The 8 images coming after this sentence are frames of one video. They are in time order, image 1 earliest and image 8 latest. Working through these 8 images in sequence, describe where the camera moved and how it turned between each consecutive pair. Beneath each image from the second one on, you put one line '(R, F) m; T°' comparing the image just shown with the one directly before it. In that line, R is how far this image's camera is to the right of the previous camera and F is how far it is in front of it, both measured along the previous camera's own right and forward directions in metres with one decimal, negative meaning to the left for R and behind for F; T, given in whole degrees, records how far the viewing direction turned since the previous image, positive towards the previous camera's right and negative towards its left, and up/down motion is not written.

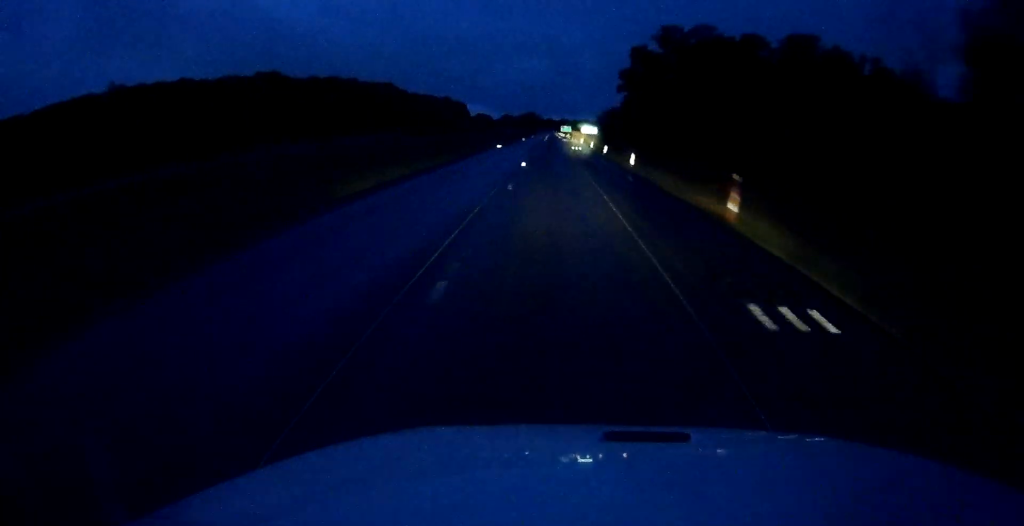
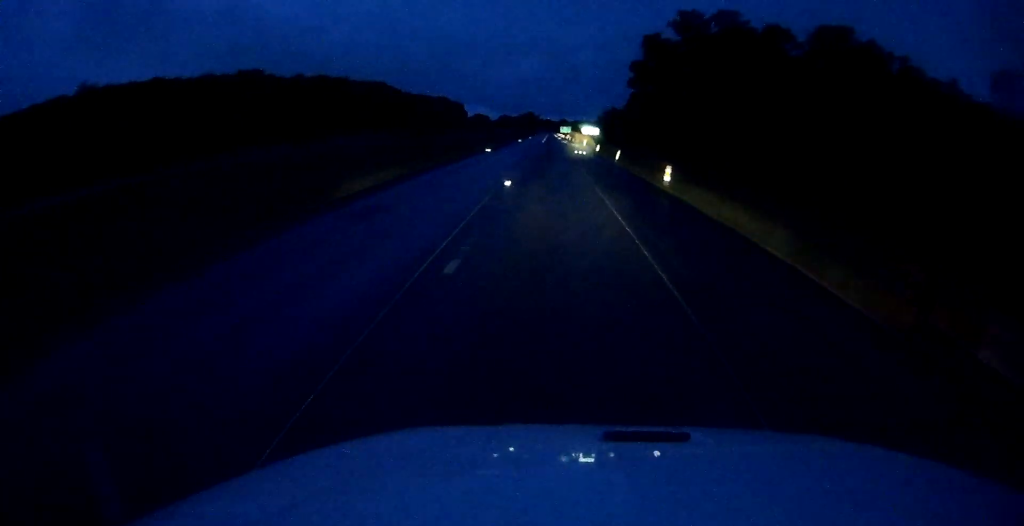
(0.0, +12.2) m; 0°
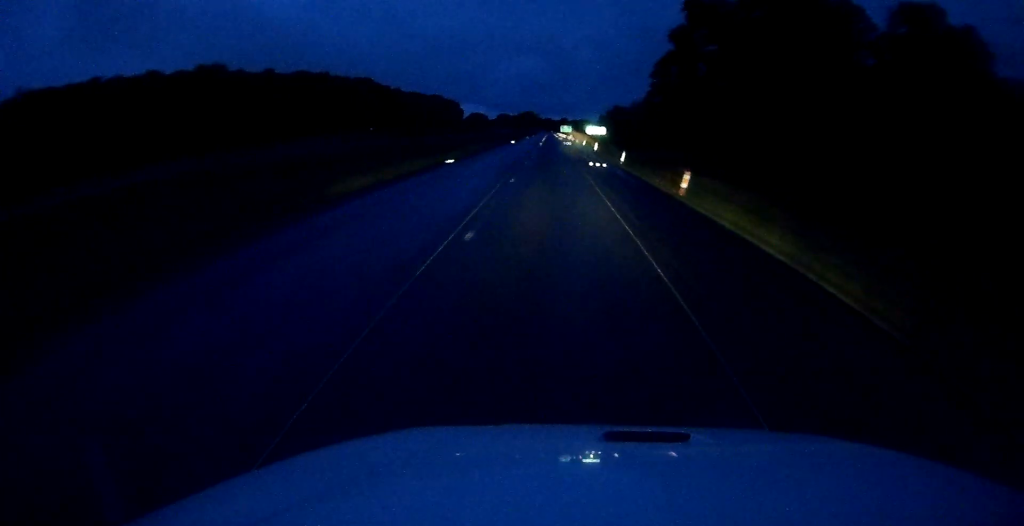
(-0.2, +24.6) m; 0°
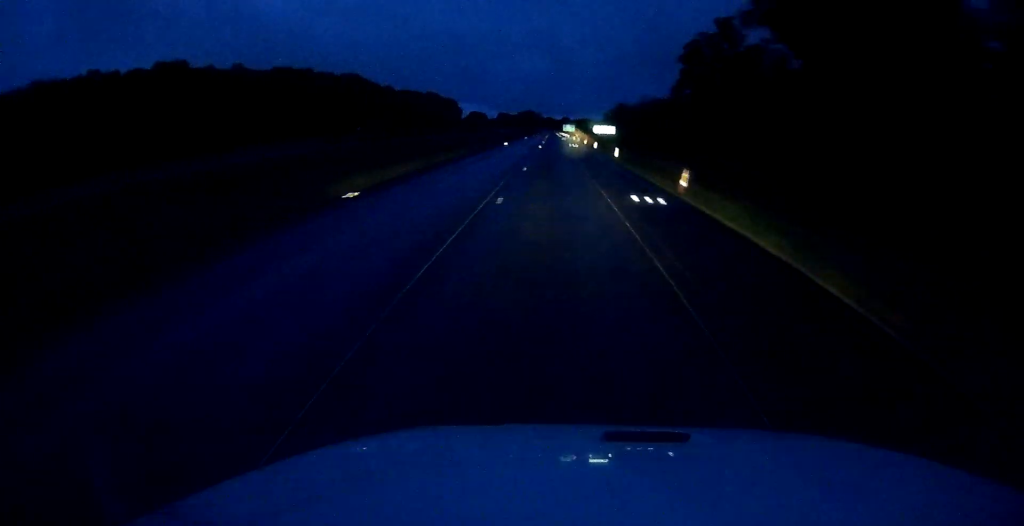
(+0.2, +20.5) m; 0°
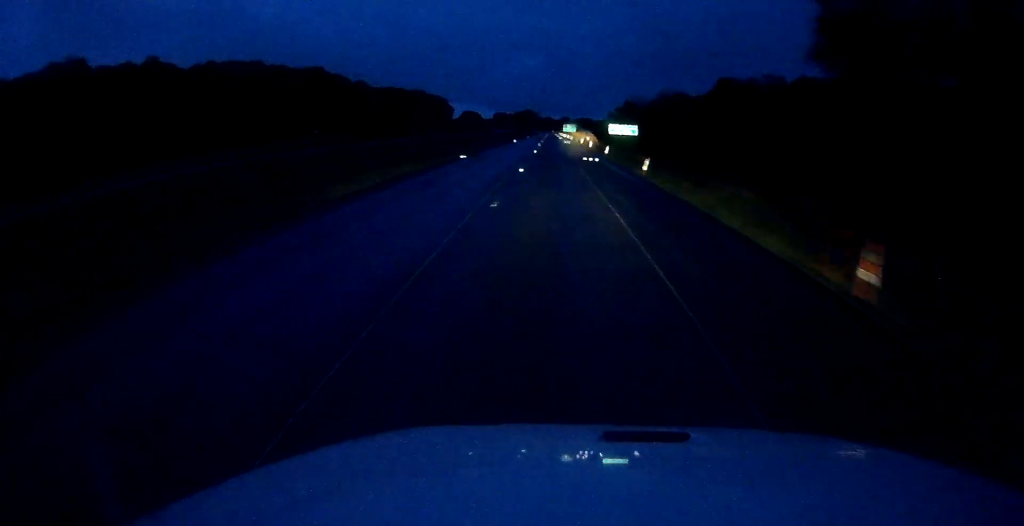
(-0.4, +41.0) m; -1°
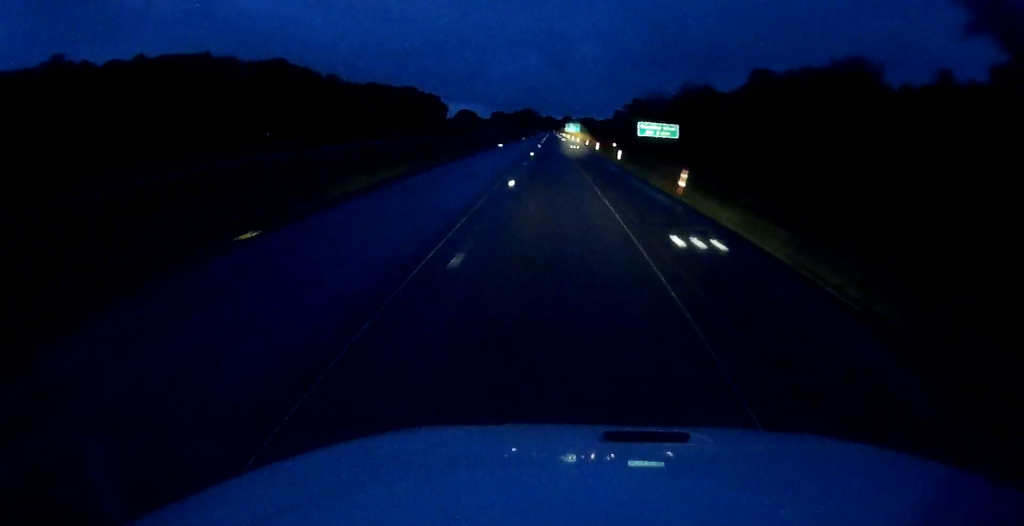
(+0.2, +34.0) m; +1°
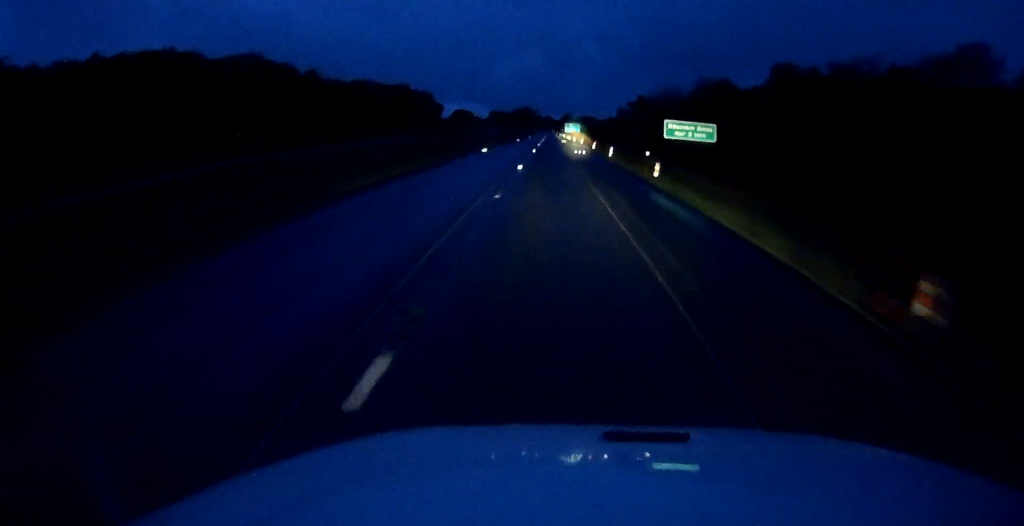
(+0.2, +17.5) m; 0°
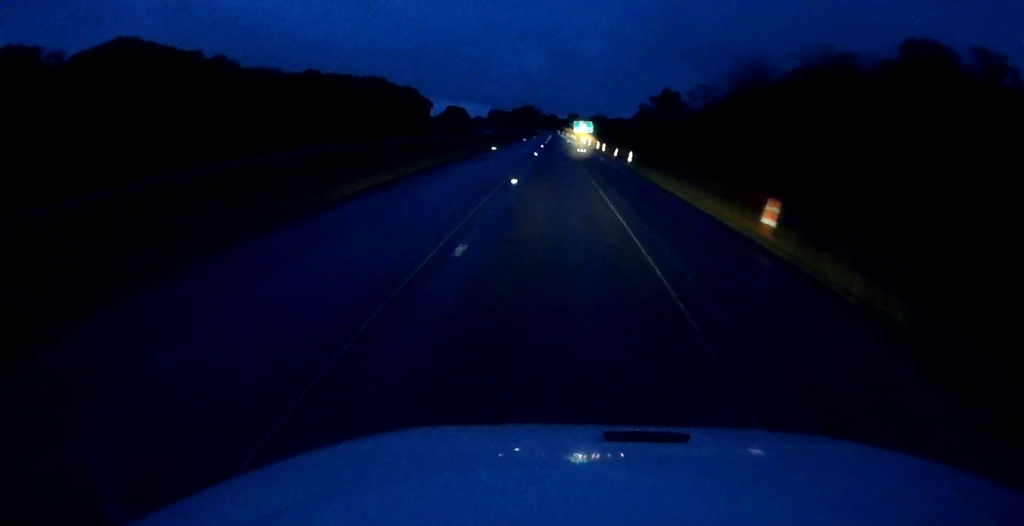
(-0.8, +61.8) m; 0°
